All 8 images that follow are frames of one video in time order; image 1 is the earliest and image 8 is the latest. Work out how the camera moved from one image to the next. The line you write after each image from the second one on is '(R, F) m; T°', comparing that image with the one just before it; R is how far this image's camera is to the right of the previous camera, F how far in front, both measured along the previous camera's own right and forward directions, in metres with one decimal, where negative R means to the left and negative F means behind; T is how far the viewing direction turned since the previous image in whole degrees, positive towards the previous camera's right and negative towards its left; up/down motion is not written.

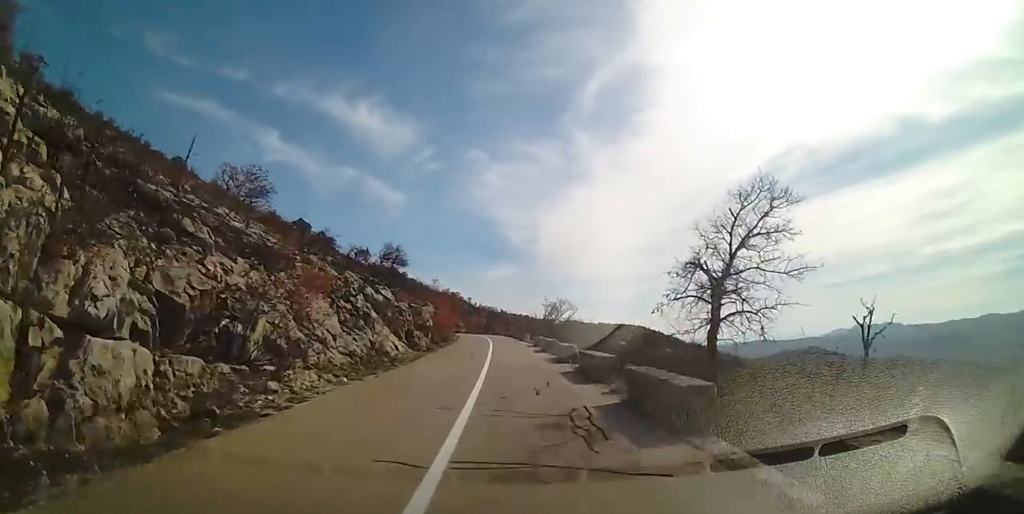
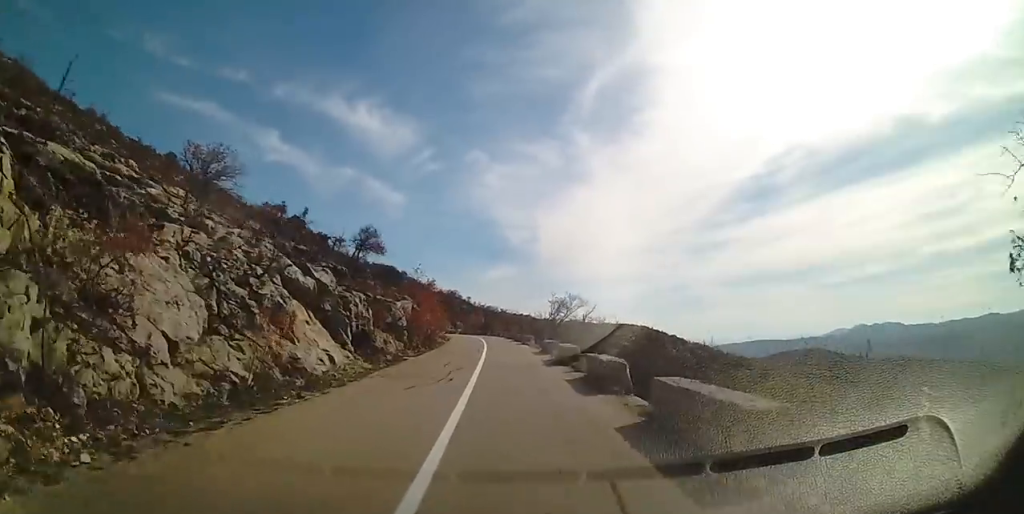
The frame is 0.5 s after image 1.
(-0.1, +8.1) m; -2°
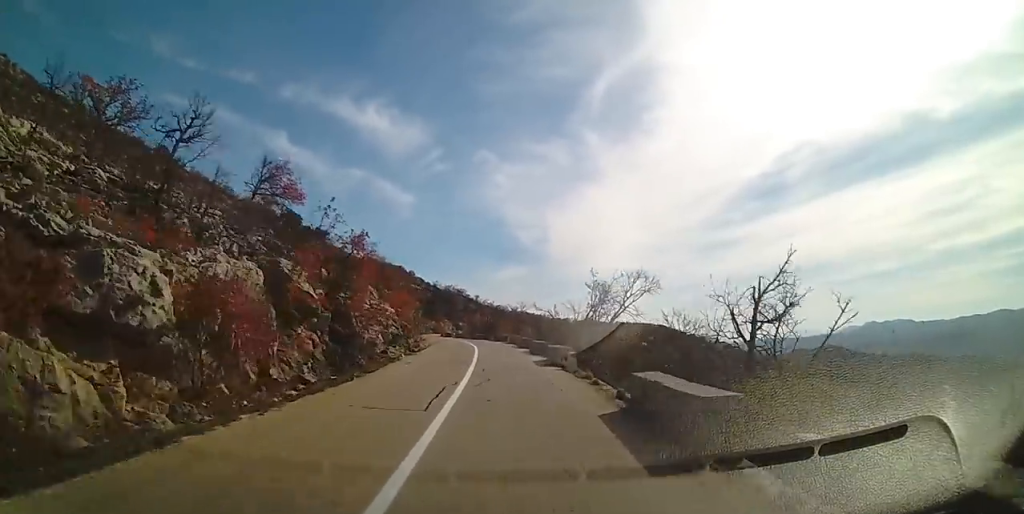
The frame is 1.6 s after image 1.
(-0.6, +17.9) m; -1°
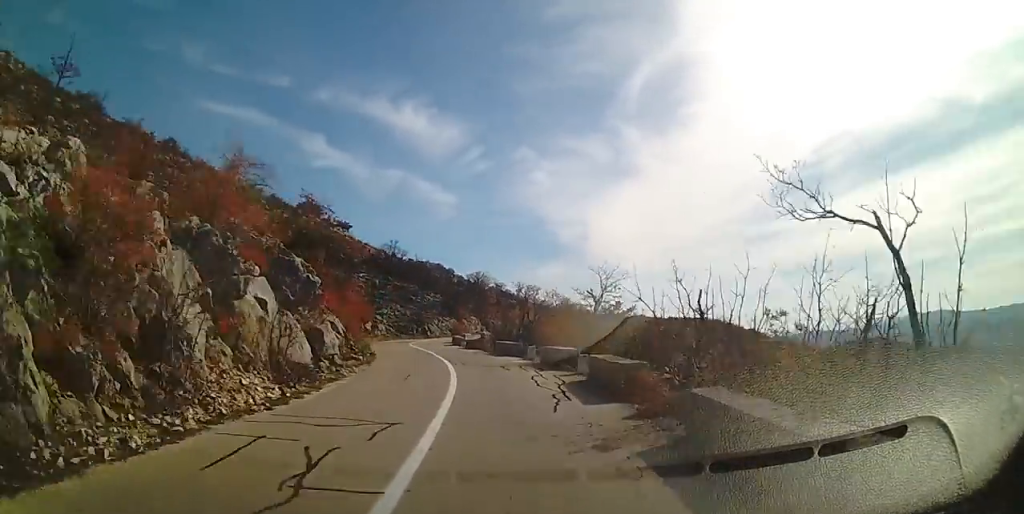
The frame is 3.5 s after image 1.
(-0.5, +27.1) m; -4°
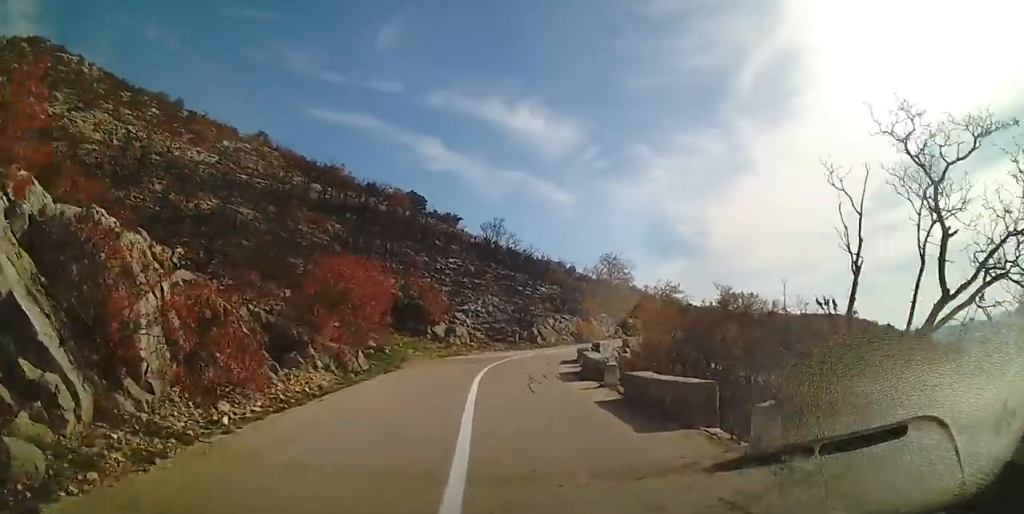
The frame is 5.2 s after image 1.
(-1.3, +22.8) m; -7°
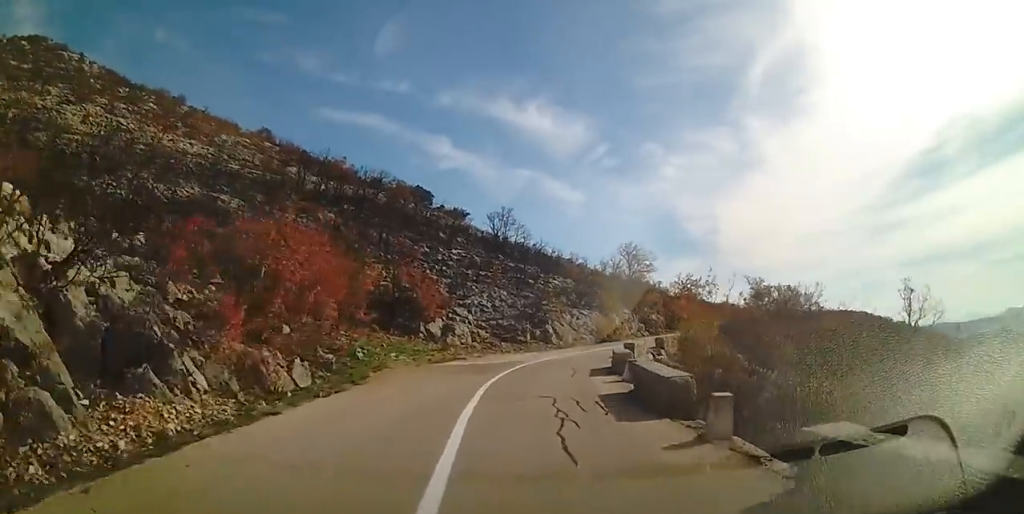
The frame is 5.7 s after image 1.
(-0.4, +6.1) m; -1°
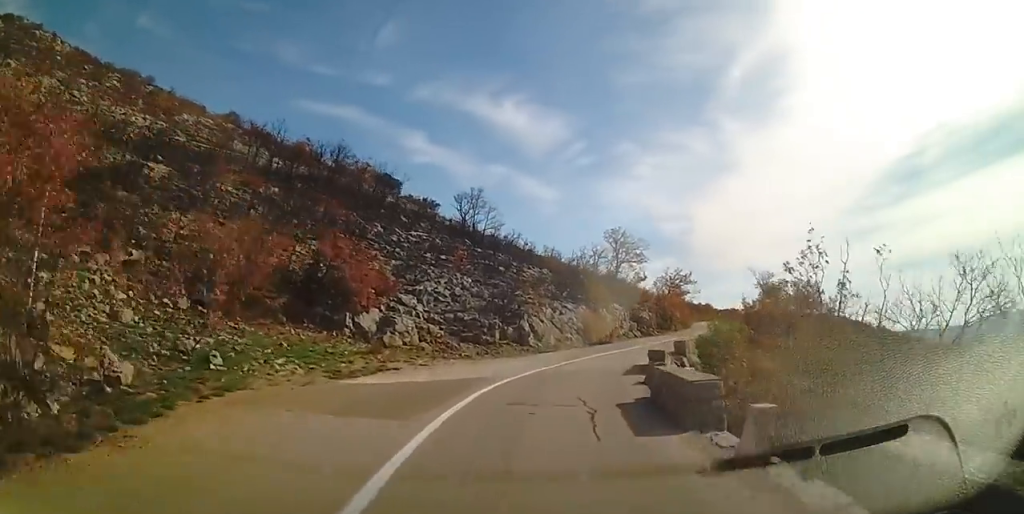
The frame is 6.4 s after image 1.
(+0.1, +8.3) m; +2°
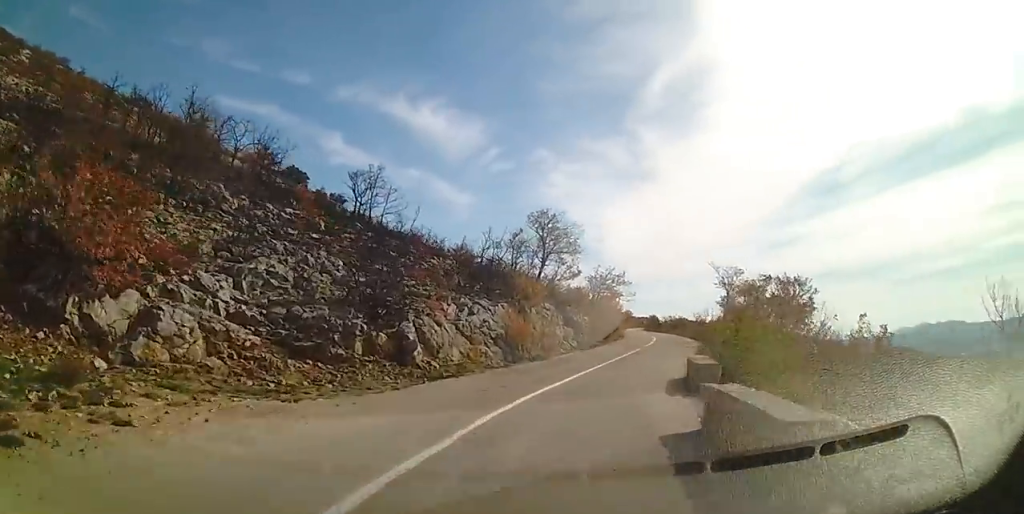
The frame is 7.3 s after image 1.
(+0.4, +10.4) m; +7°
